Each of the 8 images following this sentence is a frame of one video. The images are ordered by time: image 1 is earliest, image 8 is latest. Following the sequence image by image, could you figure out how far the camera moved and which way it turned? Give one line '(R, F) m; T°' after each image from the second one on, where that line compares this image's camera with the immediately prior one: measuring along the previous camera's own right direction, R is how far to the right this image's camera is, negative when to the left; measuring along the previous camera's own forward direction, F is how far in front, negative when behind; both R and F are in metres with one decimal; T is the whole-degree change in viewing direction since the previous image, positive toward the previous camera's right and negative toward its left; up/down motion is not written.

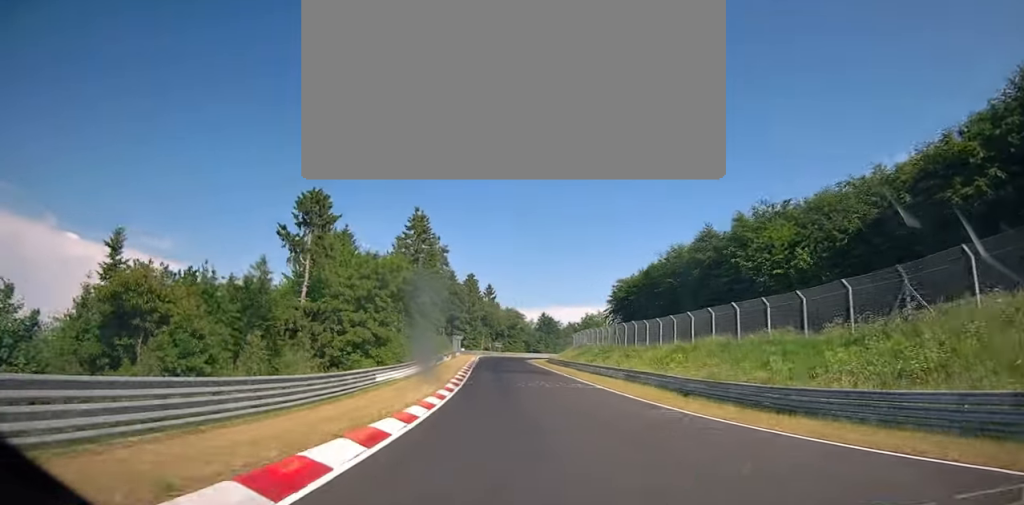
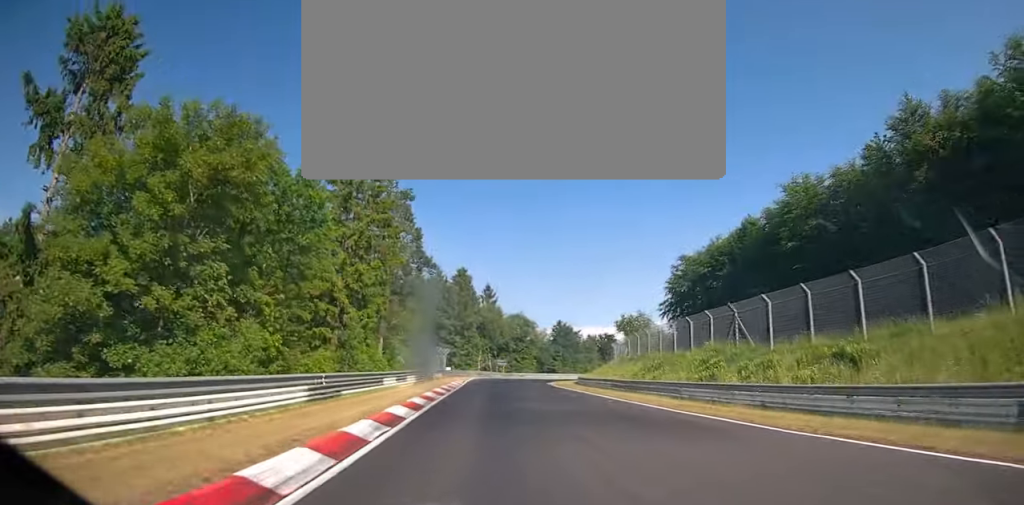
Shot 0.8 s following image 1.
(-0.2, +33.7) m; 0°
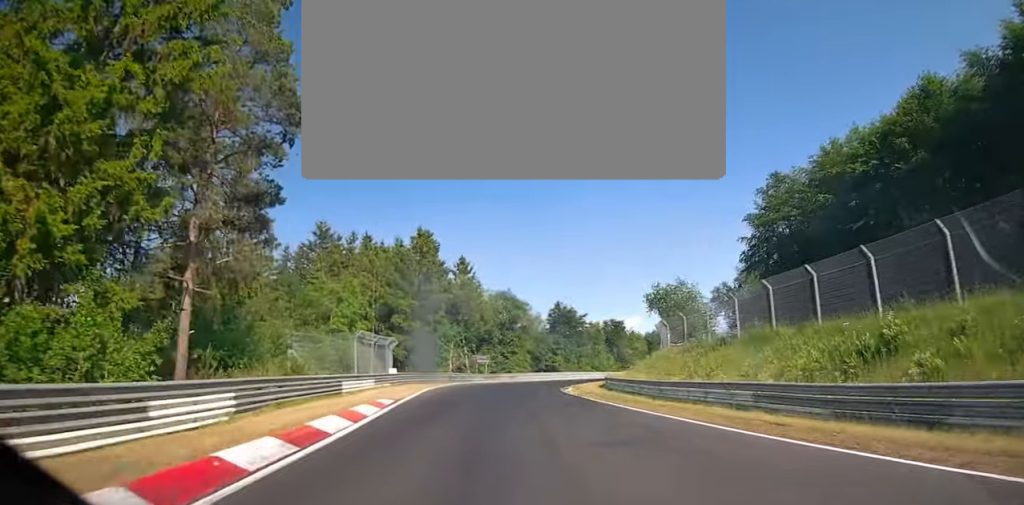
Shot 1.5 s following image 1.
(-0.2, +27.9) m; +2°
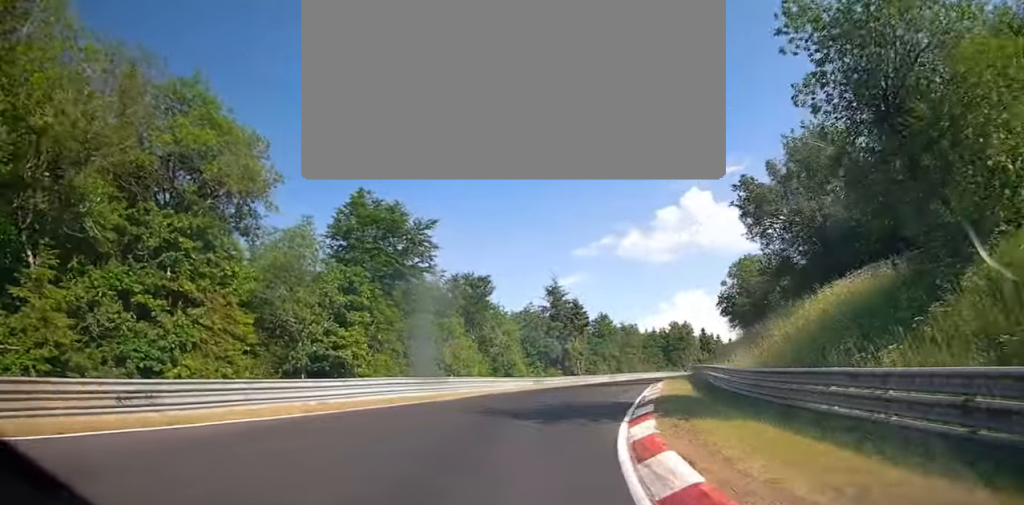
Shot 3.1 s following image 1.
(+4.8, +51.5) m; +19°
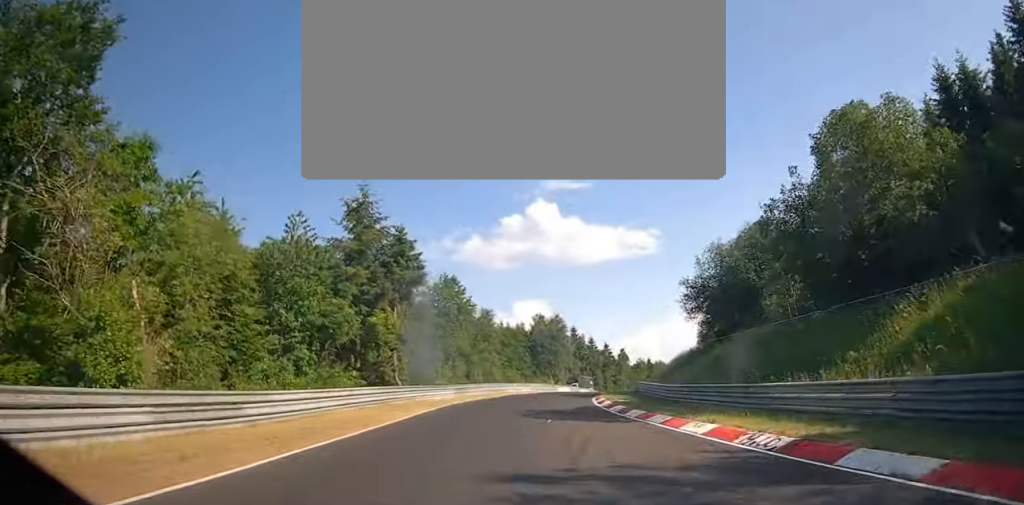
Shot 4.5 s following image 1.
(+9.4, +37.8) m; +22°
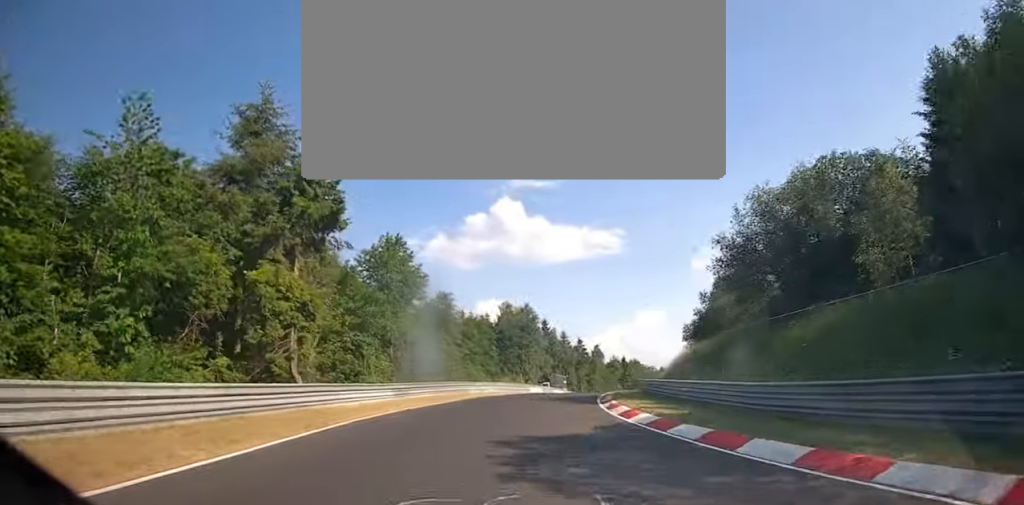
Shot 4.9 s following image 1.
(+0.3, +13.8) m; +3°
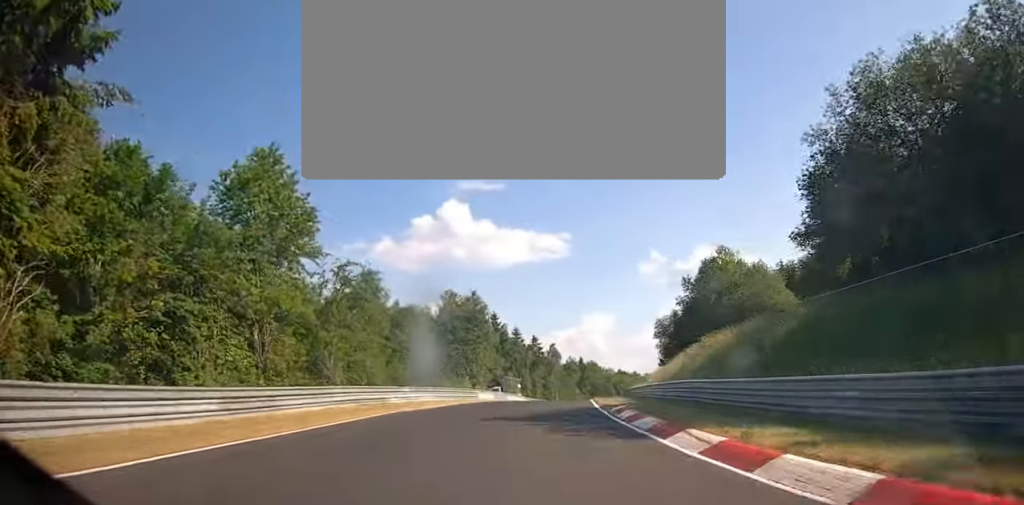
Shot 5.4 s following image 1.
(-0.4, +14.9) m; +3°
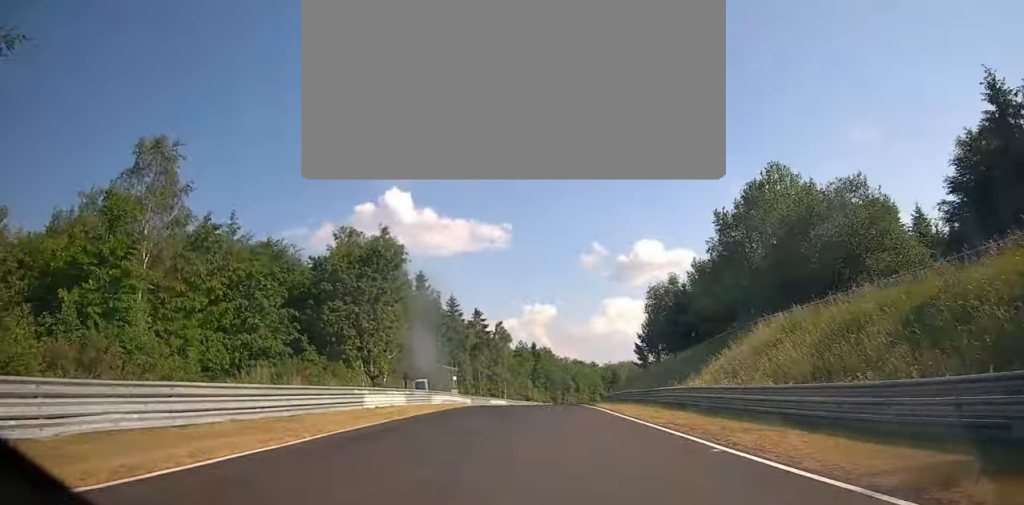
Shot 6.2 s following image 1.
(+2.0, +28.4) m; +6°
